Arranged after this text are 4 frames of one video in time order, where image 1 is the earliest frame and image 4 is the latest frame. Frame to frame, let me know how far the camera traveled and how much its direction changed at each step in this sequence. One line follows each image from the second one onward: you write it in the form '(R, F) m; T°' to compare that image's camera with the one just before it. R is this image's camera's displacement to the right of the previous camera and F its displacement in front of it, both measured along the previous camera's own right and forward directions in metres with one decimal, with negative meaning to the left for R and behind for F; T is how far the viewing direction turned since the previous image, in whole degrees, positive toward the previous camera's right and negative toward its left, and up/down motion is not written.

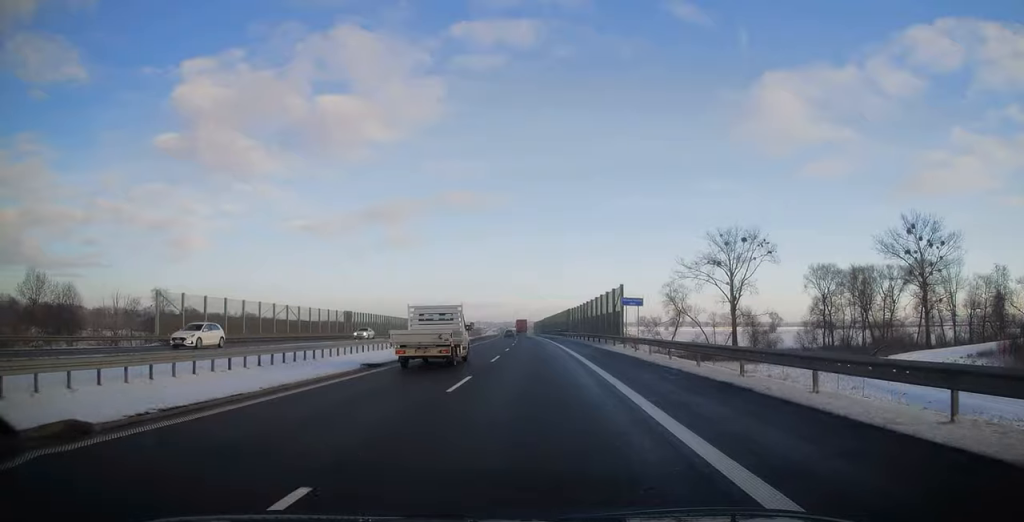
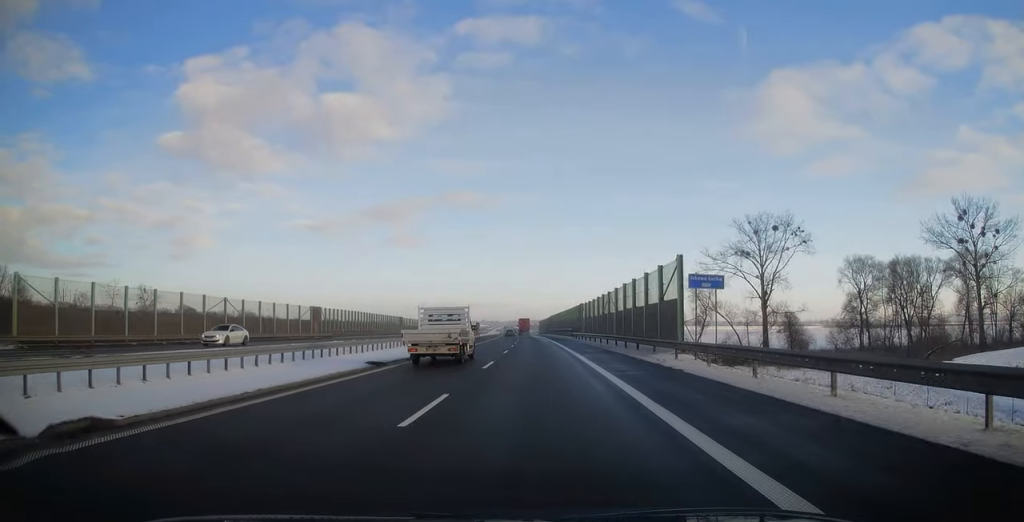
(0.0, +16.6) m; 0°
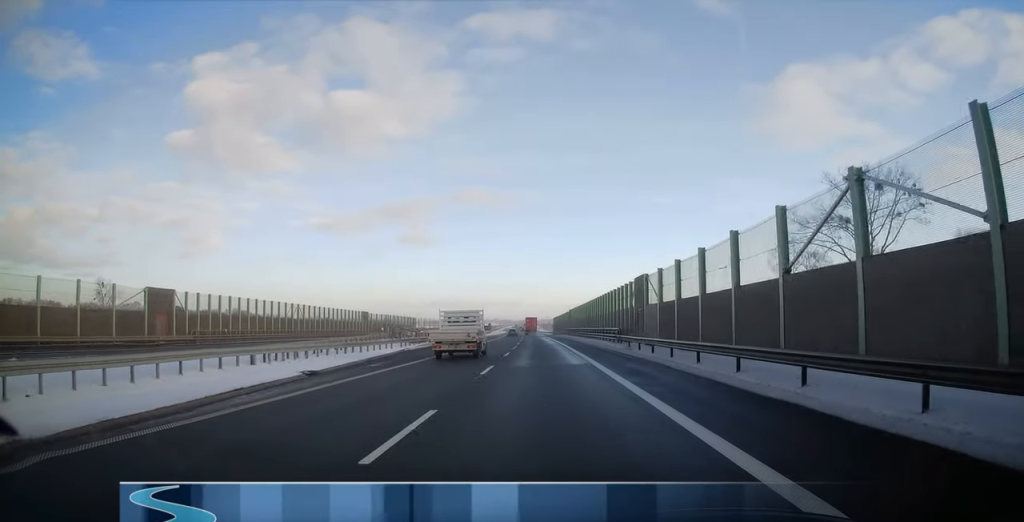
(0.0, +38.5) m; 0°
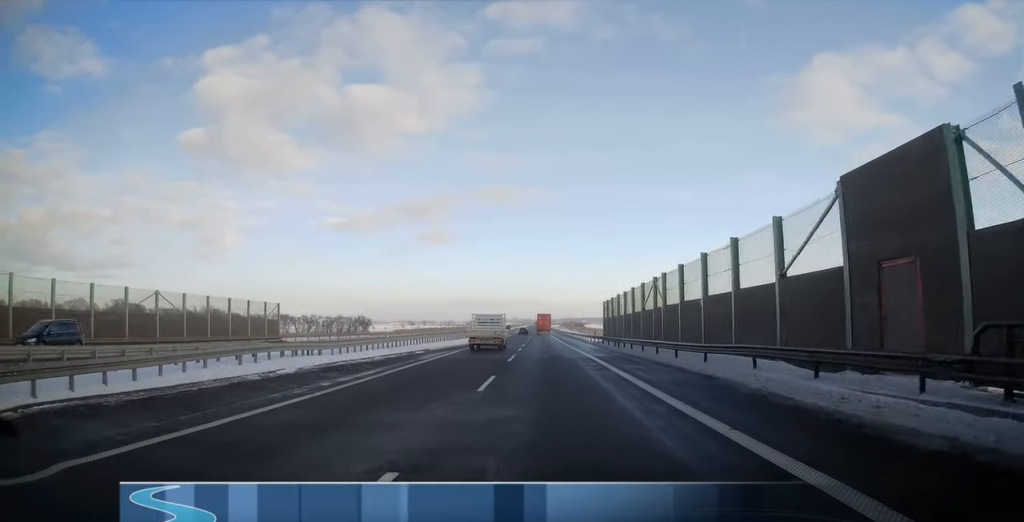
(0.0, +88.3) m; 0°
